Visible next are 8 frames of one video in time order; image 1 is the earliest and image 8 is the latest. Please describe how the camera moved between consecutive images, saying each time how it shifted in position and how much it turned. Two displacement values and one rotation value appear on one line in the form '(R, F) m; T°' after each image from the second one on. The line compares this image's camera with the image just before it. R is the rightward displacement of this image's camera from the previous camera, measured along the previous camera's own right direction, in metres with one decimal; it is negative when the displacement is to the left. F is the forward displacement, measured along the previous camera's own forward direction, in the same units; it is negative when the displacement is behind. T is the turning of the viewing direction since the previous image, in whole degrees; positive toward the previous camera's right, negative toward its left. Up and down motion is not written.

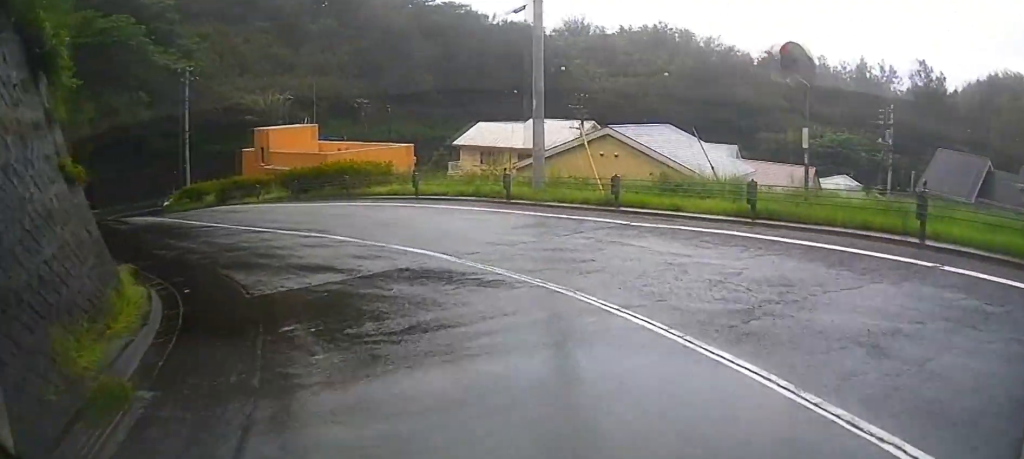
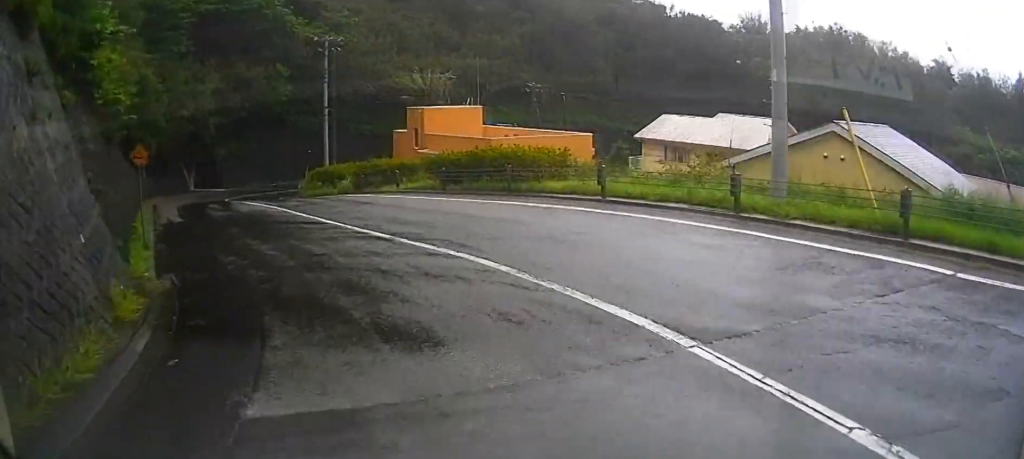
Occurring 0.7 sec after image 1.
(-0.4, +5.2) m; -4°
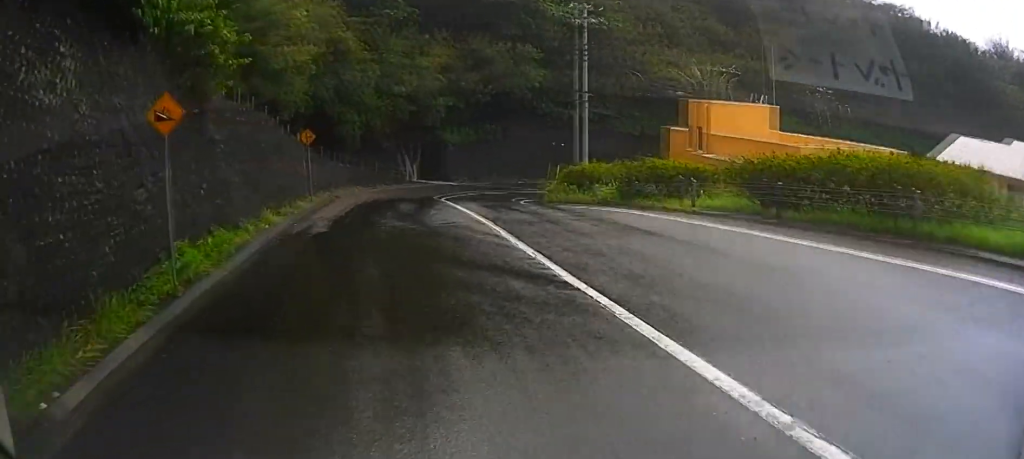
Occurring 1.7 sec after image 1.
(0.0, +6.2) m; -2°
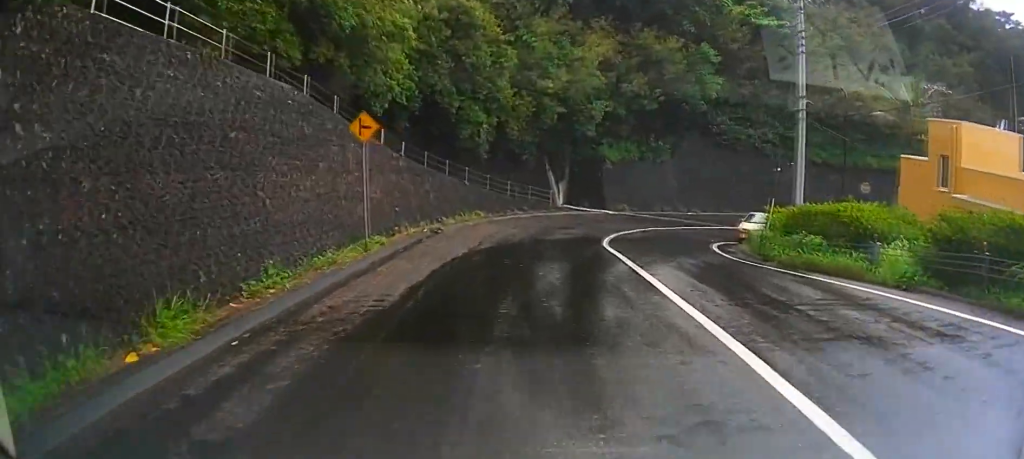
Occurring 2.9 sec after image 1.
(-0.4, +8.2) m; -9°
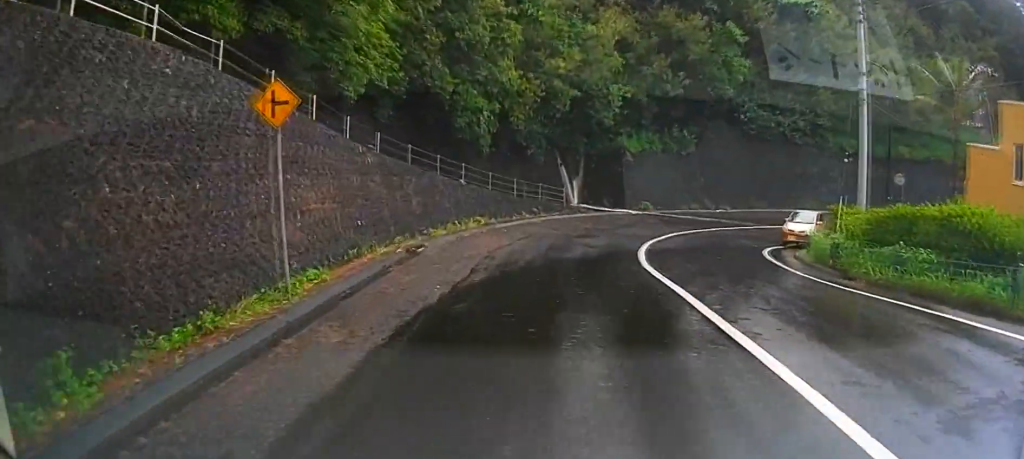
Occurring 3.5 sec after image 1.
(-0.1, +4.0) m; -5°
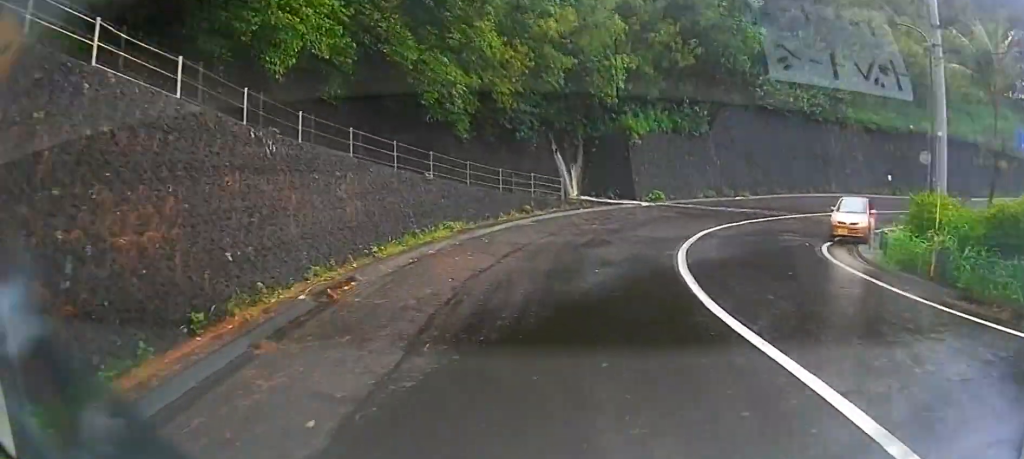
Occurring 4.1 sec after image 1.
(-0.3, +4.3) m; -4°
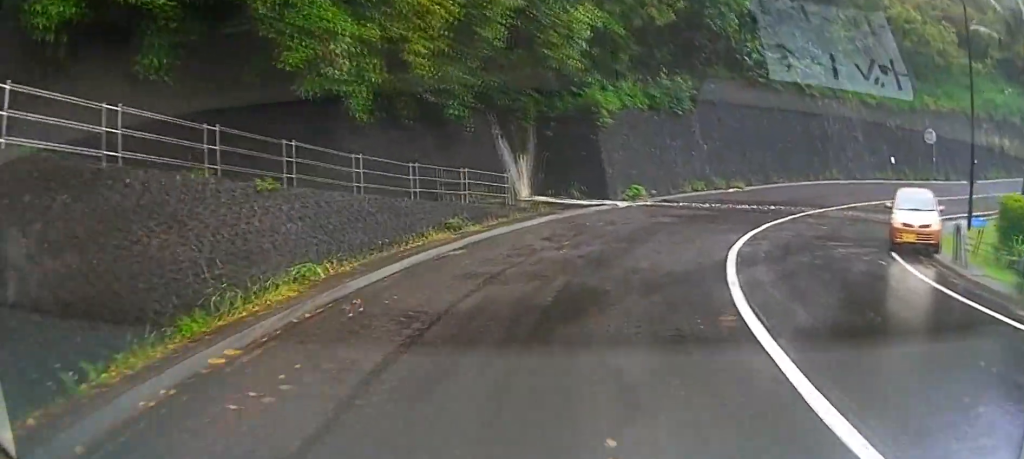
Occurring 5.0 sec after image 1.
(-0.3, +6.7) m; +3°
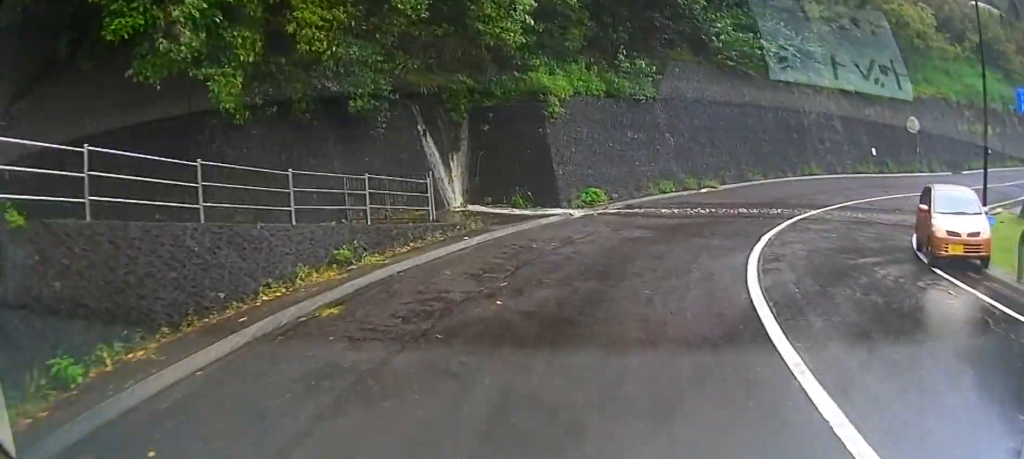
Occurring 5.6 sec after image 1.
(+0.1, +4.0) m; +5°
